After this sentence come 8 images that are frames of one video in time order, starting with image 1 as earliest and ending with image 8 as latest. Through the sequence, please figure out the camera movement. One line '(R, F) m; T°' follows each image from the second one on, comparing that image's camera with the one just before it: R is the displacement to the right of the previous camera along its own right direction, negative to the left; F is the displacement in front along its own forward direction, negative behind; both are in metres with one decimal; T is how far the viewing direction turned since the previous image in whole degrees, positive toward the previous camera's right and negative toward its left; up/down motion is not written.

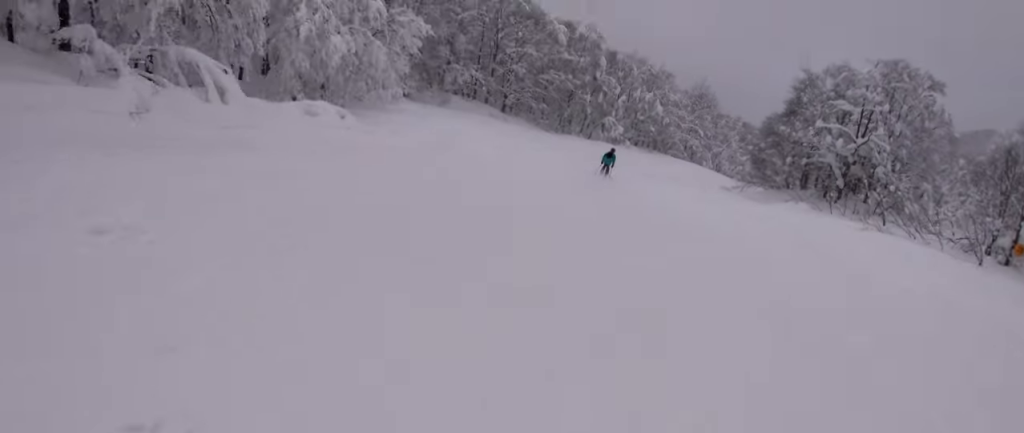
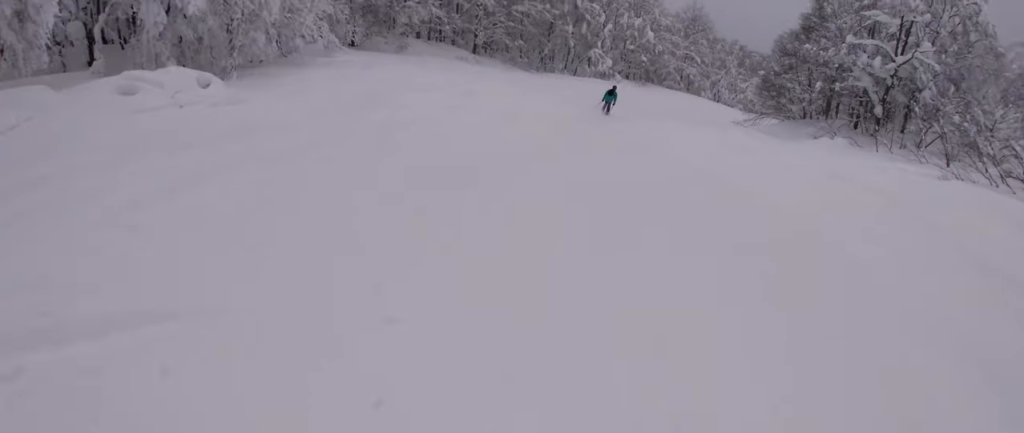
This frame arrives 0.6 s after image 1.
(+0.6, +6.6) m; +1°
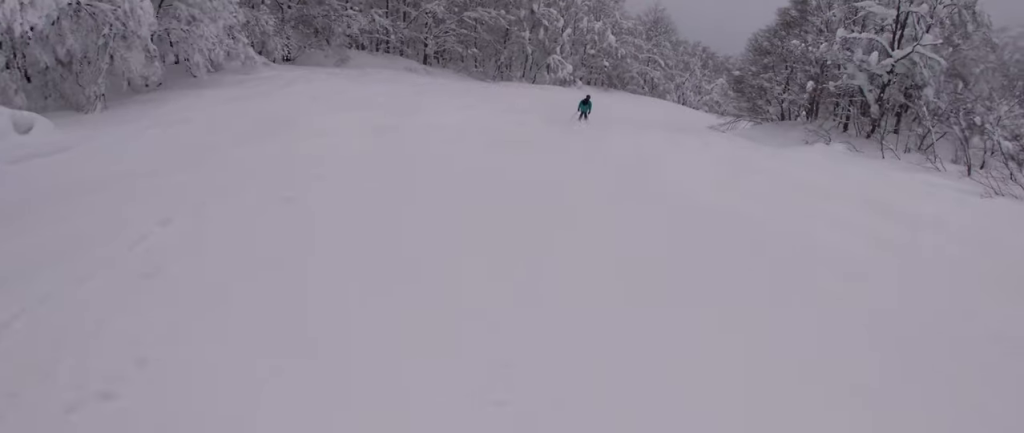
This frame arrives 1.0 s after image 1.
(+0.5, +4.4) m; 0°
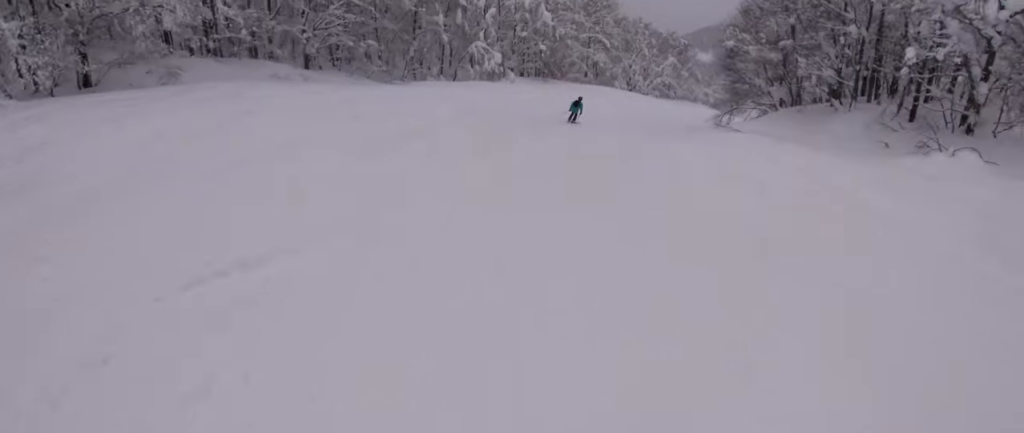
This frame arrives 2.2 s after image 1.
(-1.0, +12.5) m; +3°
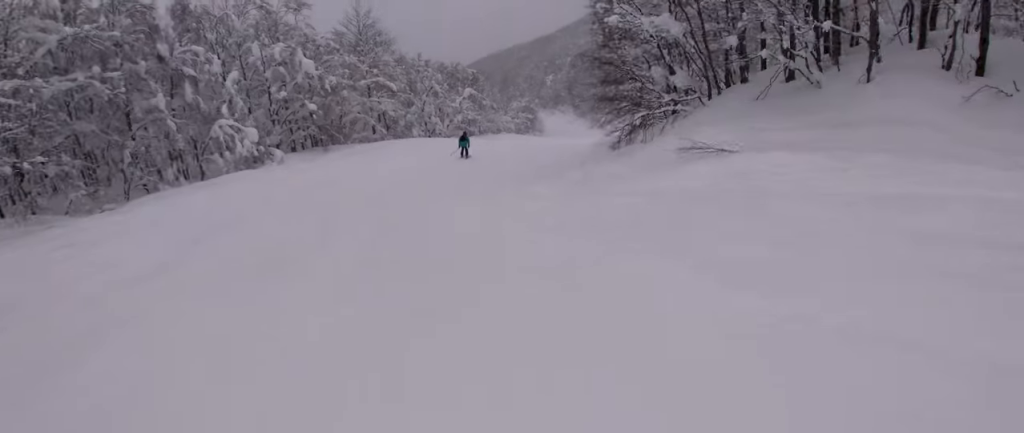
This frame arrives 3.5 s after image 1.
(+2.8, +13.7) m; +17°
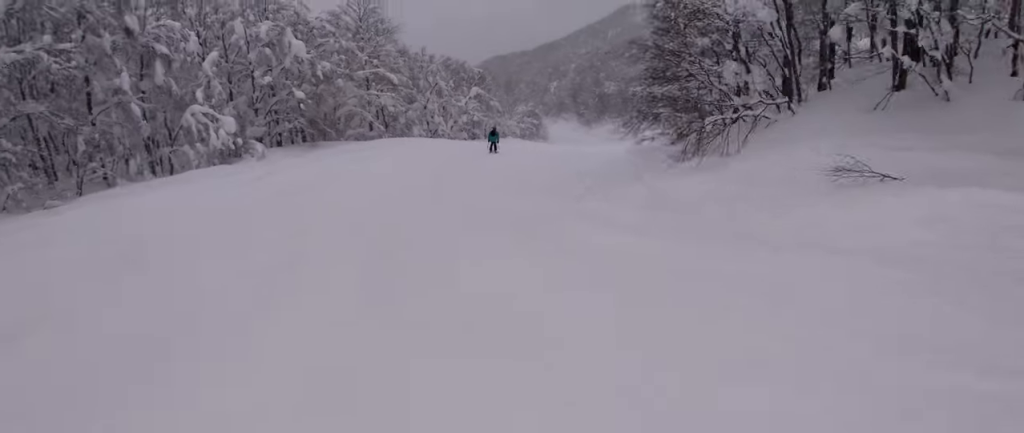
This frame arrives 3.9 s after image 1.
(+0.4, +4.7) m; +3°
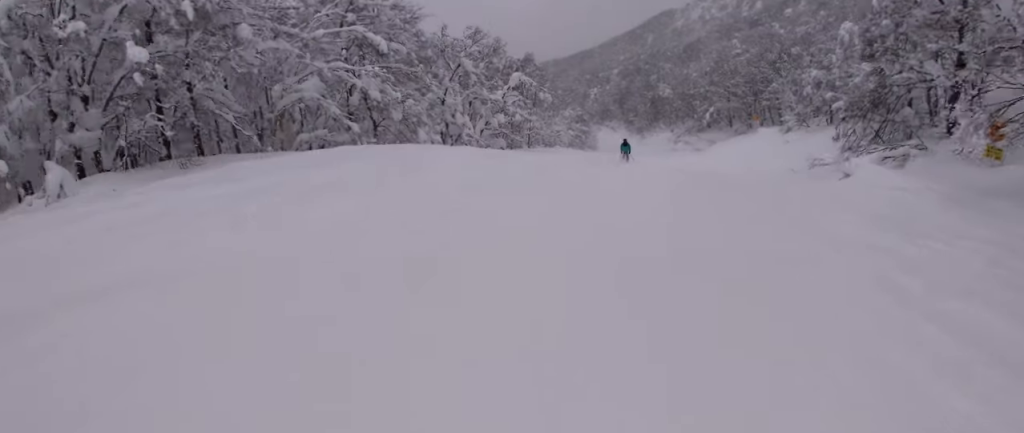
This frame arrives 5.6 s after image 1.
(+1.2, +18.6) m; +8°
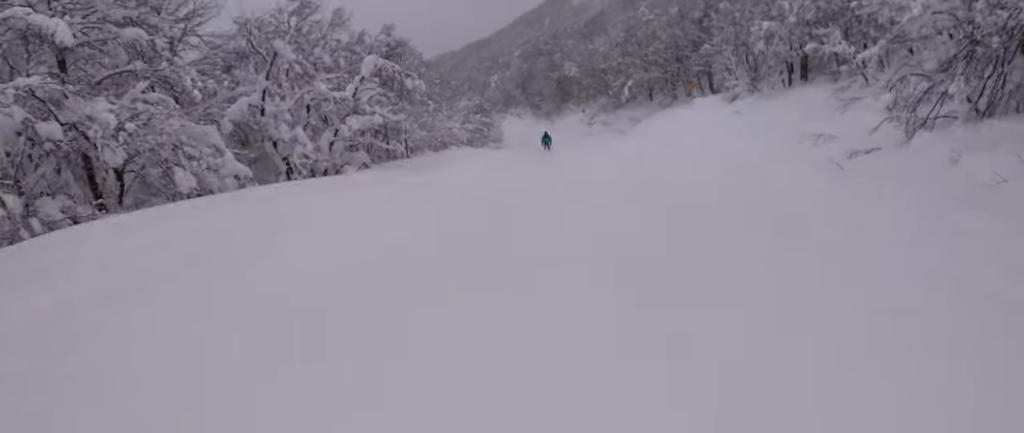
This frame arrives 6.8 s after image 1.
(+0.7, +12.8) m; +3°
